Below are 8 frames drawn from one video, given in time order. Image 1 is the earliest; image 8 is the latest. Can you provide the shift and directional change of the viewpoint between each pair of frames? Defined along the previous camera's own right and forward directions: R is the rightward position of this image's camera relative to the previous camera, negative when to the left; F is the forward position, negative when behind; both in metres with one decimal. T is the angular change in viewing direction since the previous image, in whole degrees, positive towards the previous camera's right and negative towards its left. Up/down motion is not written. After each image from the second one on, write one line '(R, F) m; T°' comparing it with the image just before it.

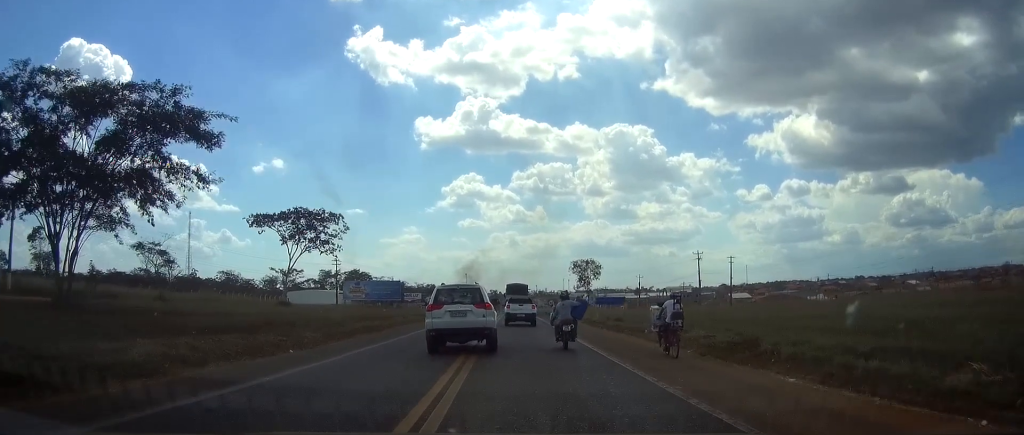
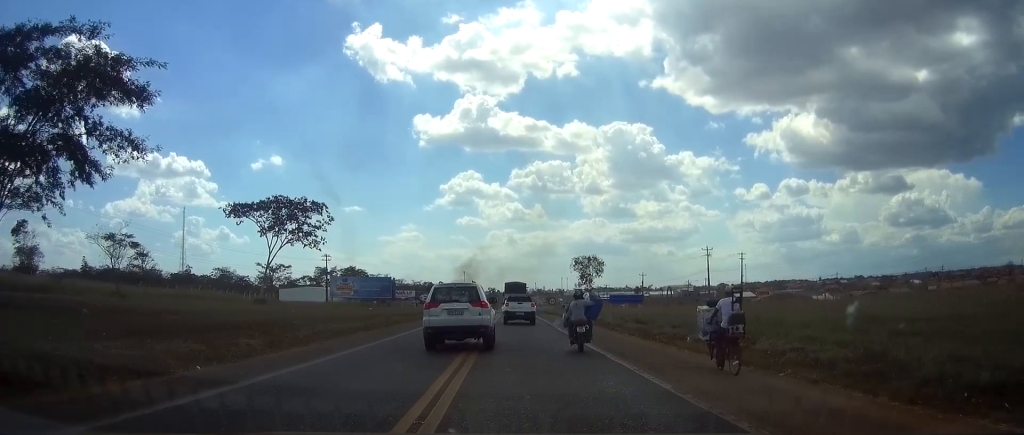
(0.0, +6.5) m; 0°
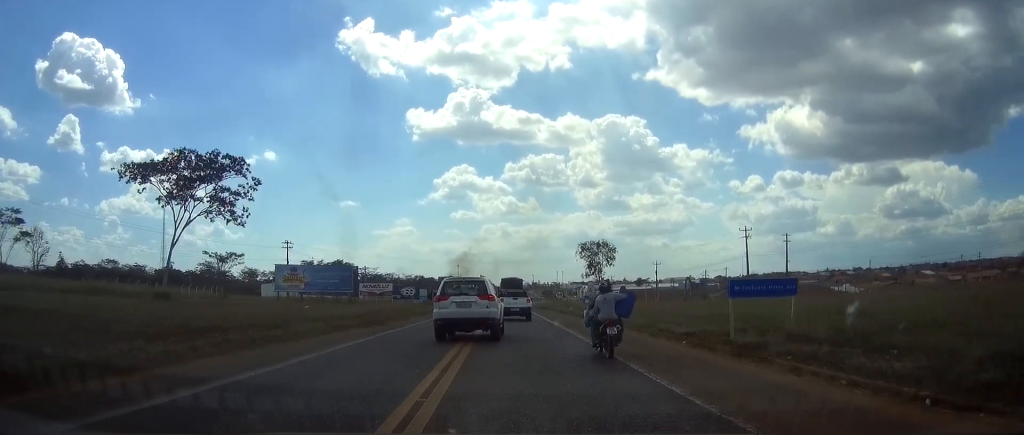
(+0.4, +21.8) m; +2°
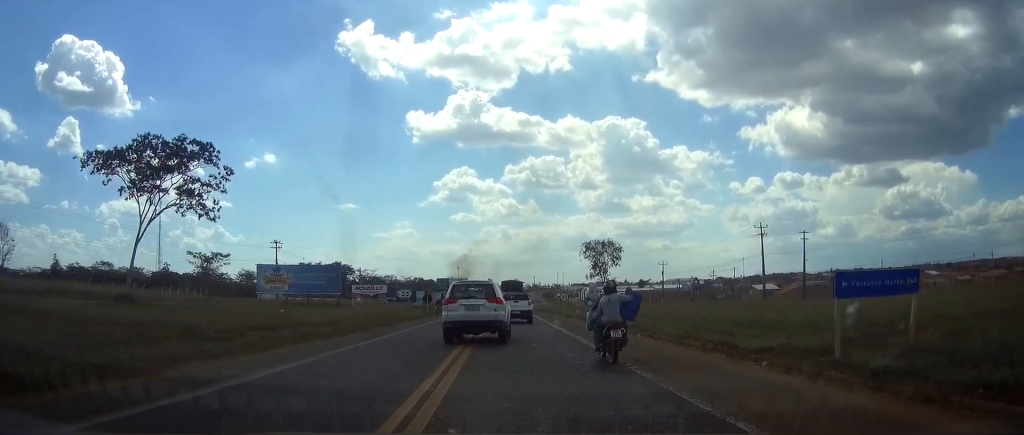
(+0.1, +6.2) m; 0°
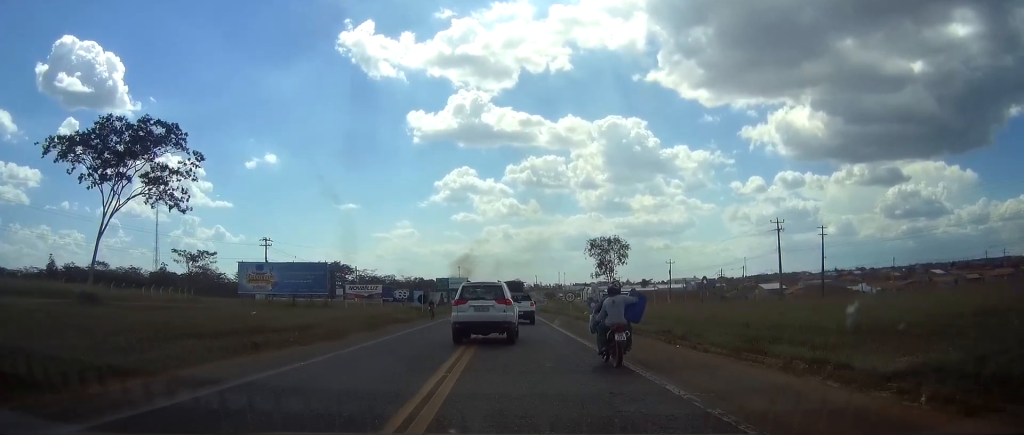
(0.0, +5.6) m; 0°
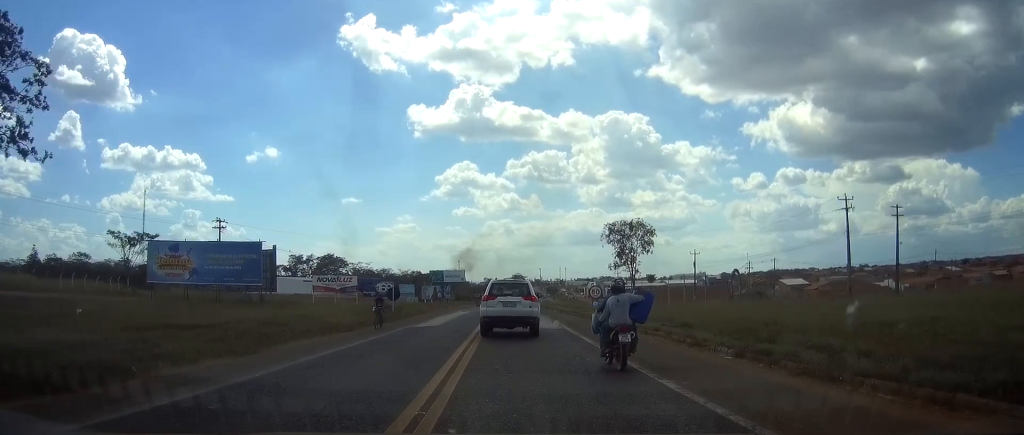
(-0.1, +18.6) m; 0°
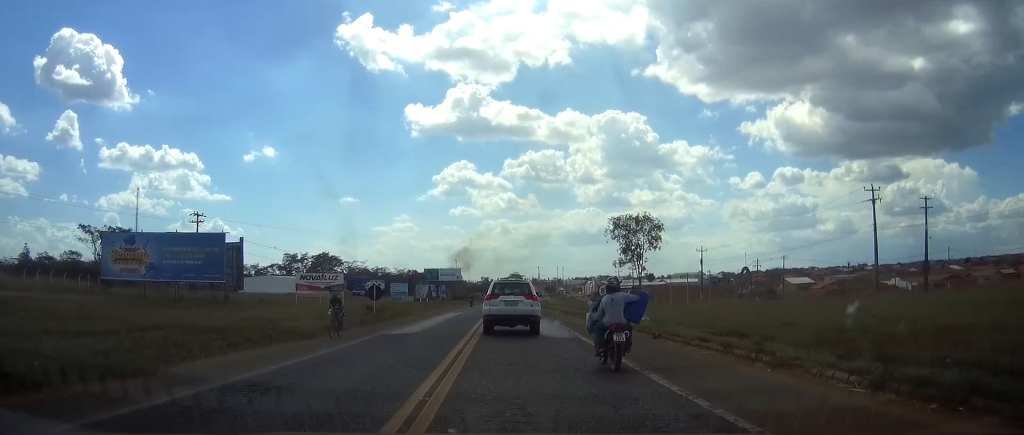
(0.0, +6.5) m; 0°
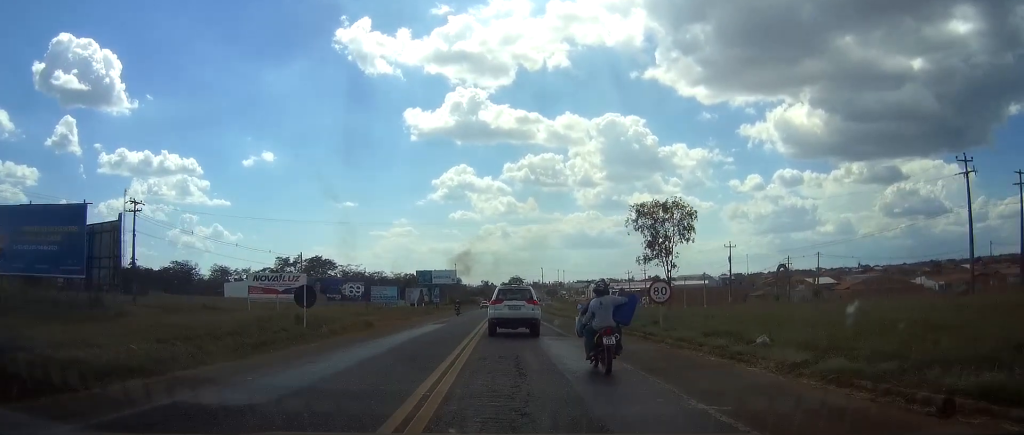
(-0.1, +15.5) m; -1°
